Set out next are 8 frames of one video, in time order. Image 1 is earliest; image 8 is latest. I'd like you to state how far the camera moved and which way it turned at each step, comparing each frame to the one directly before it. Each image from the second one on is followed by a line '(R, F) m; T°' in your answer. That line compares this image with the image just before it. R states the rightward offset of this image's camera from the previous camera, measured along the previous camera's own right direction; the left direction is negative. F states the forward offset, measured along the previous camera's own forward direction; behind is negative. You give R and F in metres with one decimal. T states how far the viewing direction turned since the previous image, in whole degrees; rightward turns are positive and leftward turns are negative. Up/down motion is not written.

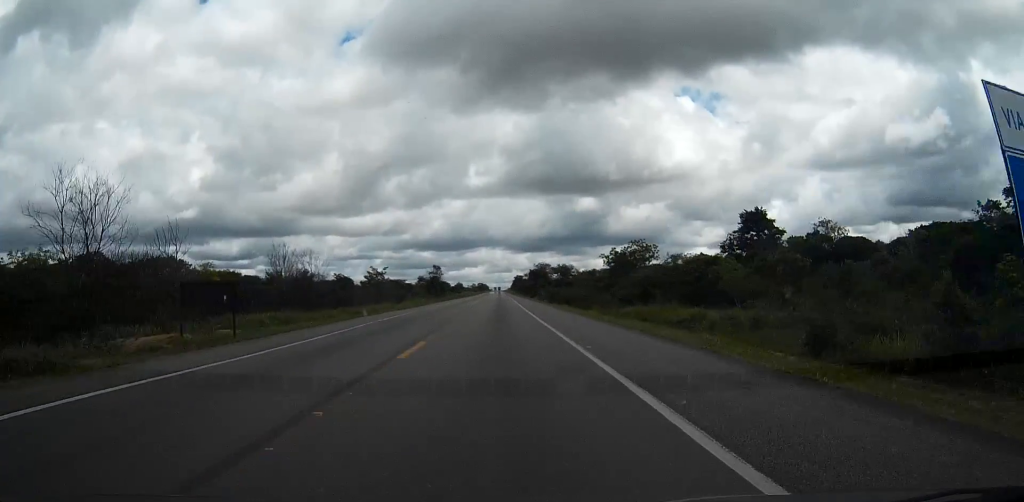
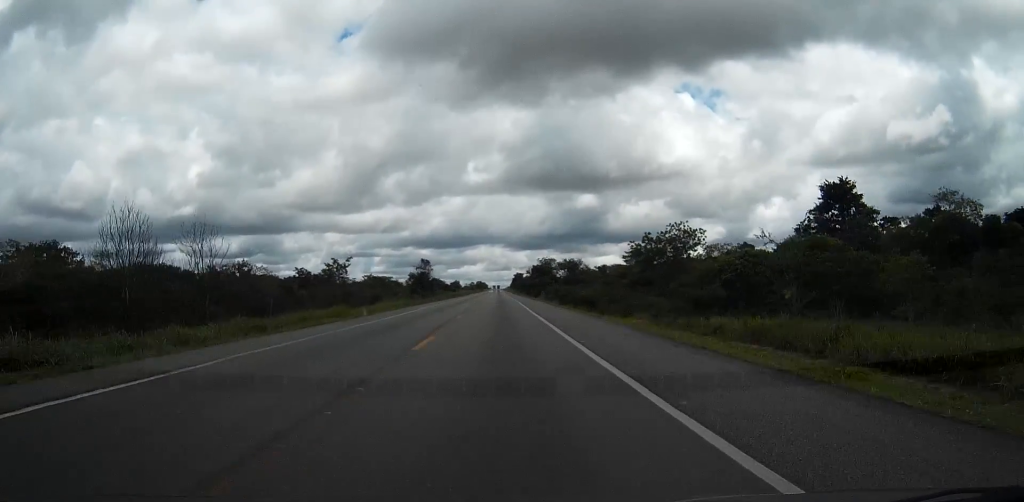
(0.0, +30.0) m; 0°
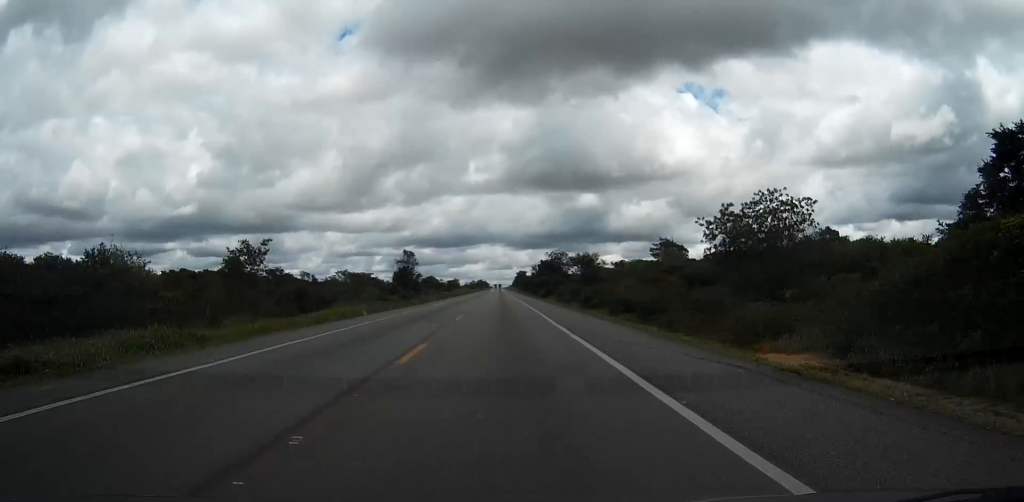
(-0.3, +34.9) m; 0°
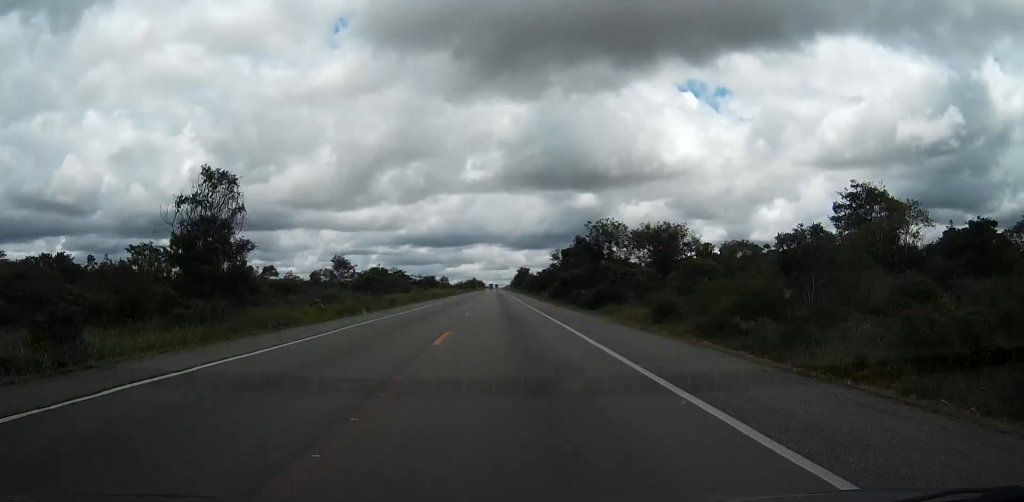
(+0.4, +95.7) m; +1°
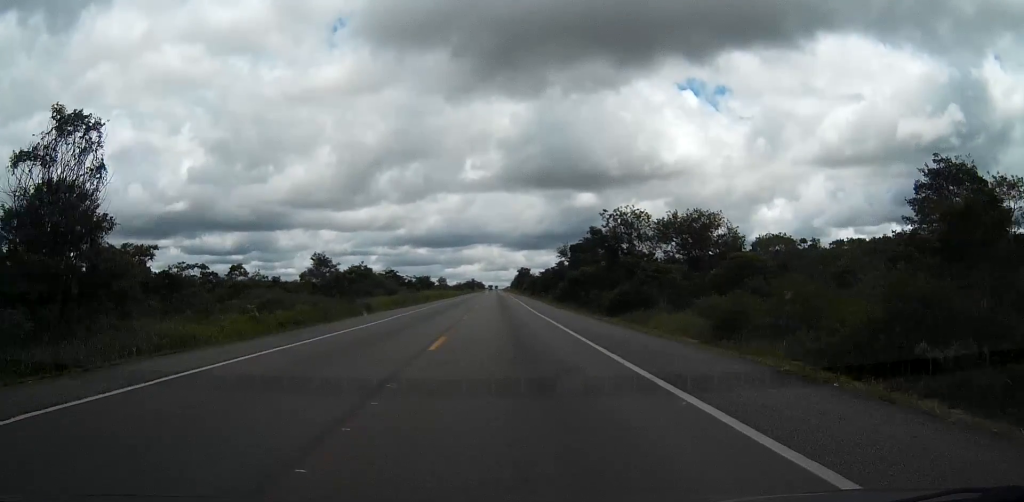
(0.0, +17.1) m; 0°
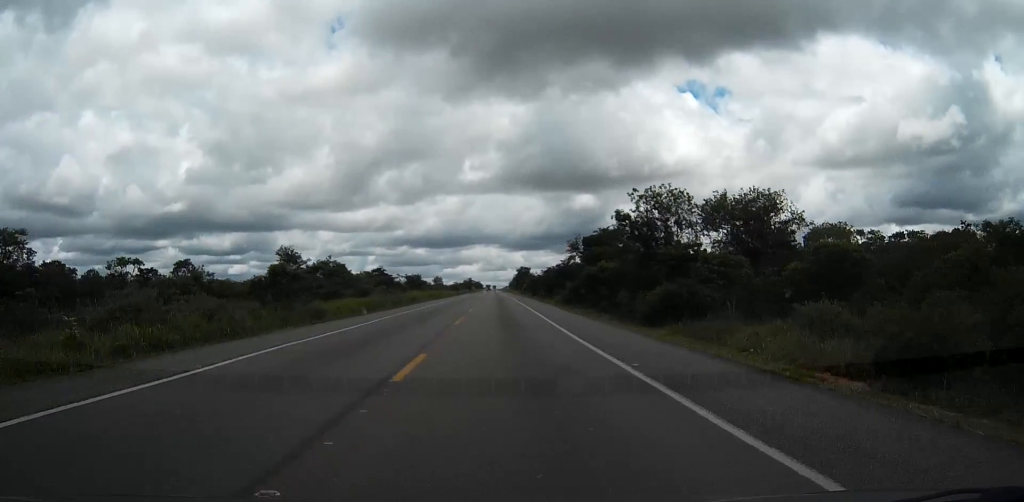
(0.0, +20.8) m; 0°
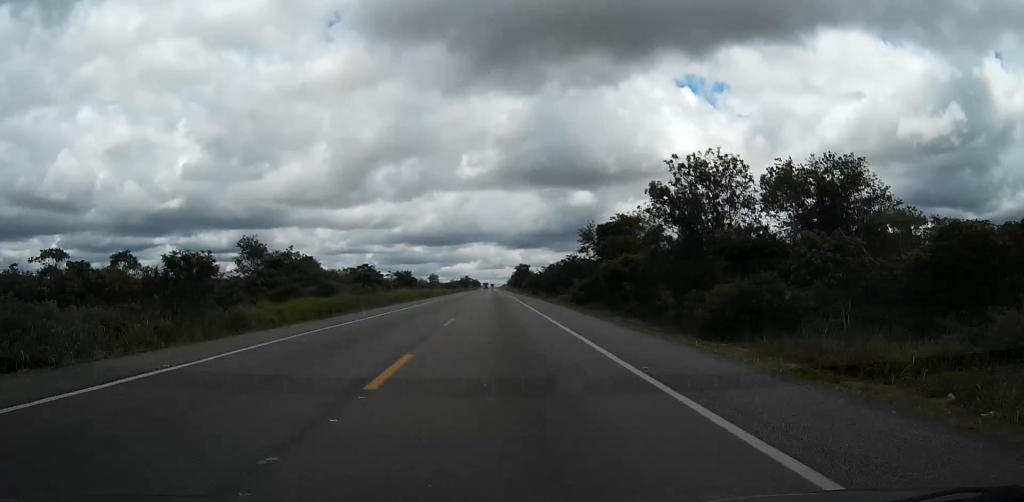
(+0.1, +17.2) m; 0°
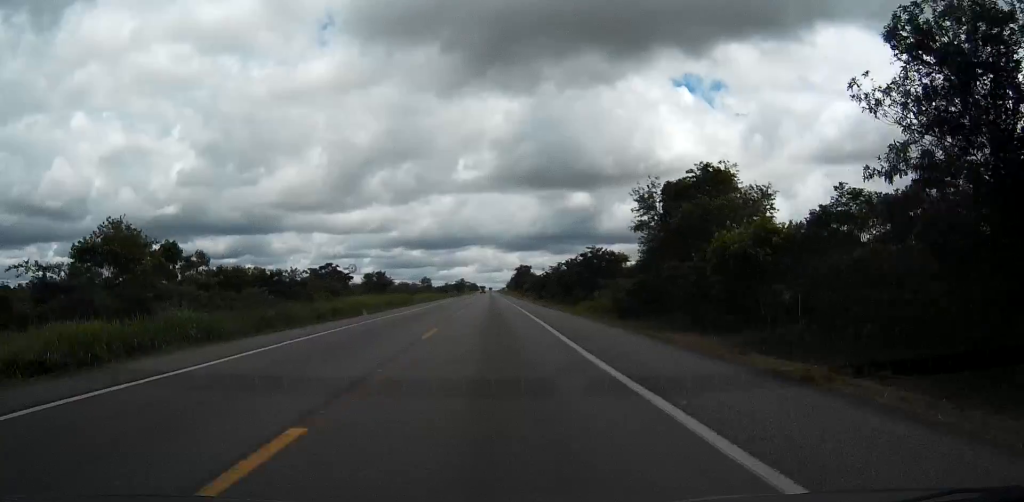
(+0.1, +37.0) m; 0°
